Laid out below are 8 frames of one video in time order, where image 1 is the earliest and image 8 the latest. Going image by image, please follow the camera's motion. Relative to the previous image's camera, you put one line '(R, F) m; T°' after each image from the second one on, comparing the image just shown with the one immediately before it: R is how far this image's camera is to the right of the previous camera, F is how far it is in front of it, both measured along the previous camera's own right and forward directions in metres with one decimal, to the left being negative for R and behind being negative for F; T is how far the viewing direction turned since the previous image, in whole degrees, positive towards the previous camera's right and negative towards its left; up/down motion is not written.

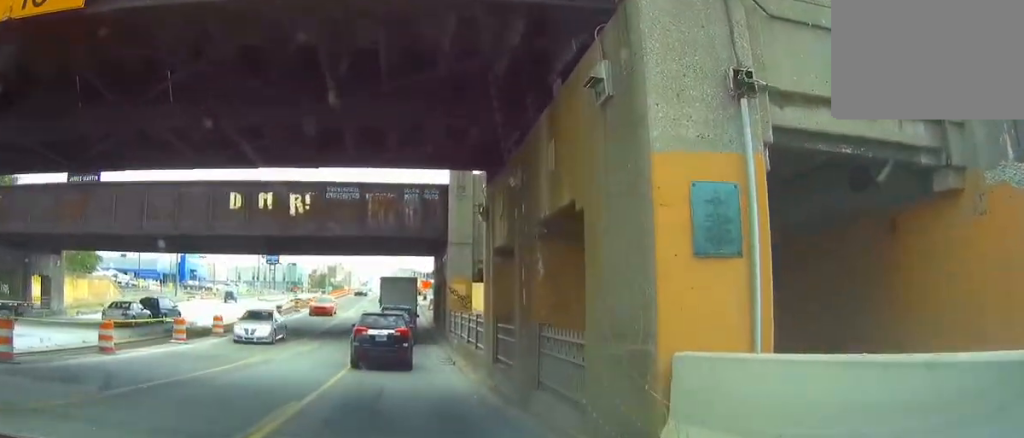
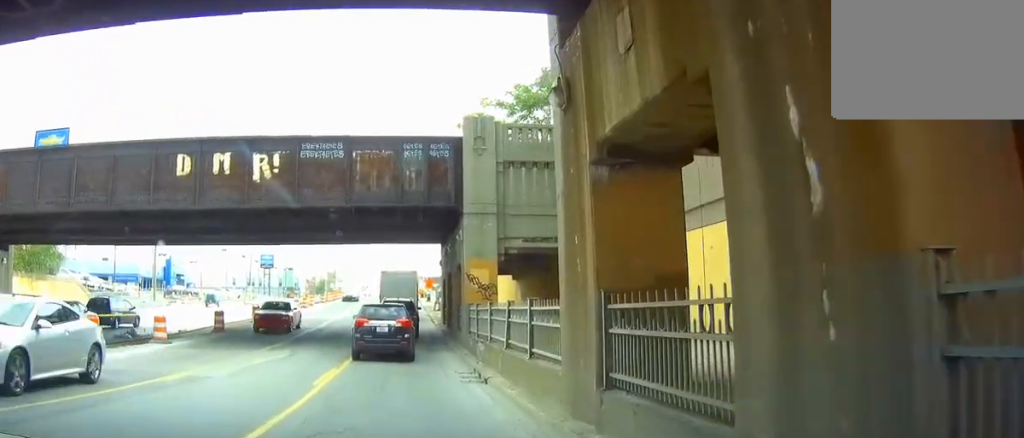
(+0.3, +7.7) m; +2°
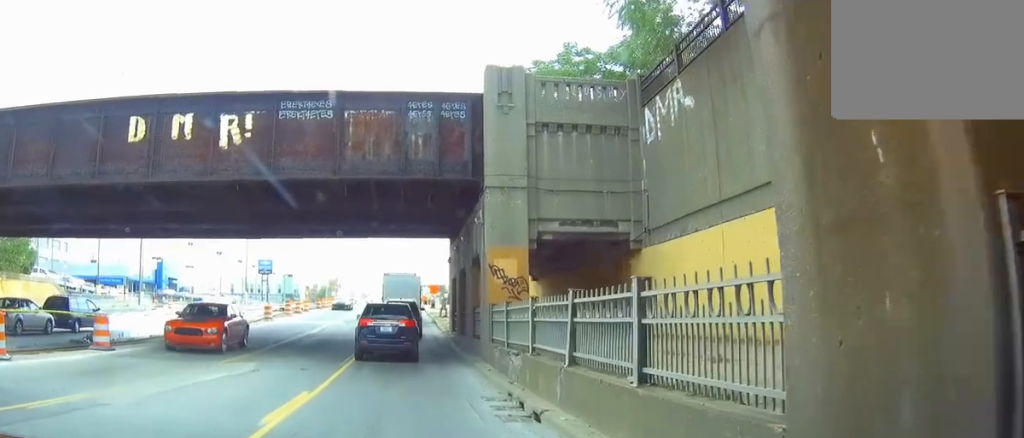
(0.0, +5.3) m; -1°
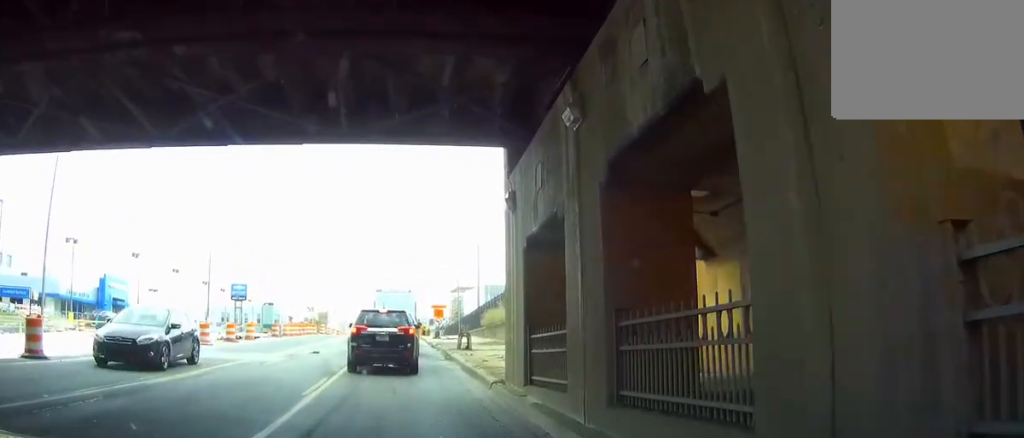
(-0.7, +21.4) m; -3°
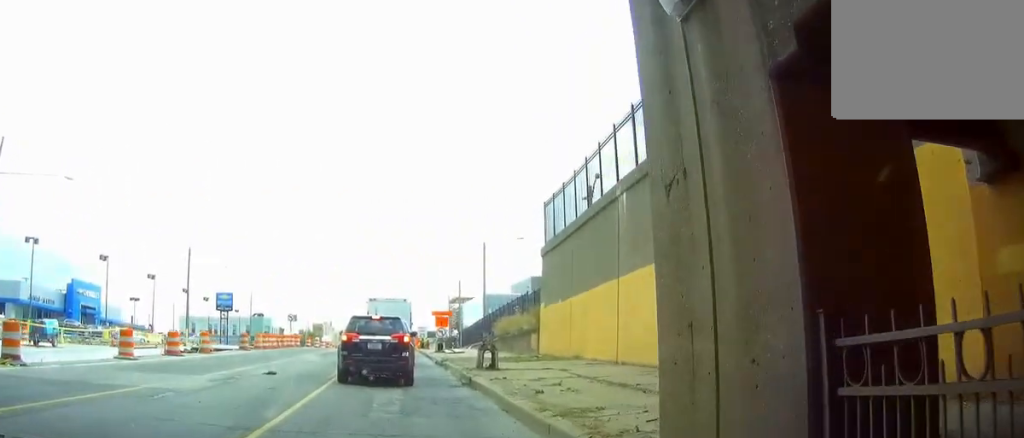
(-0.1, +9.4) m; 0°
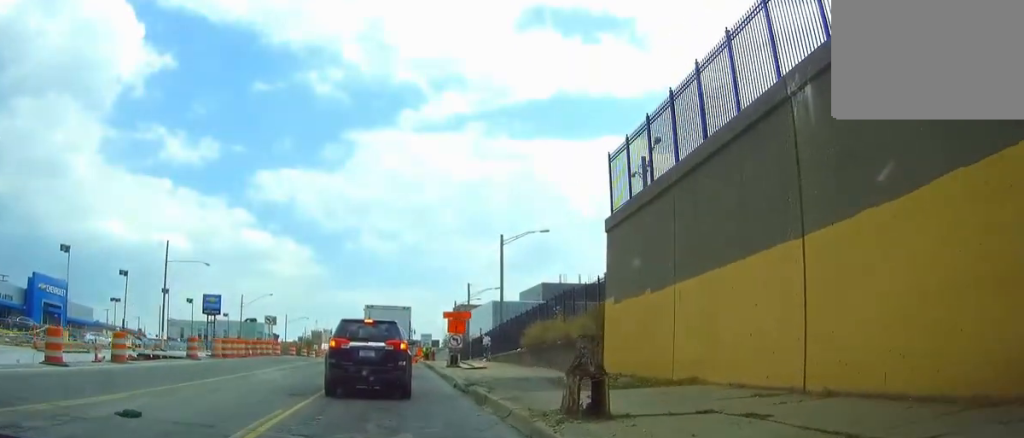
(+0.2, +11.5) m; +1°
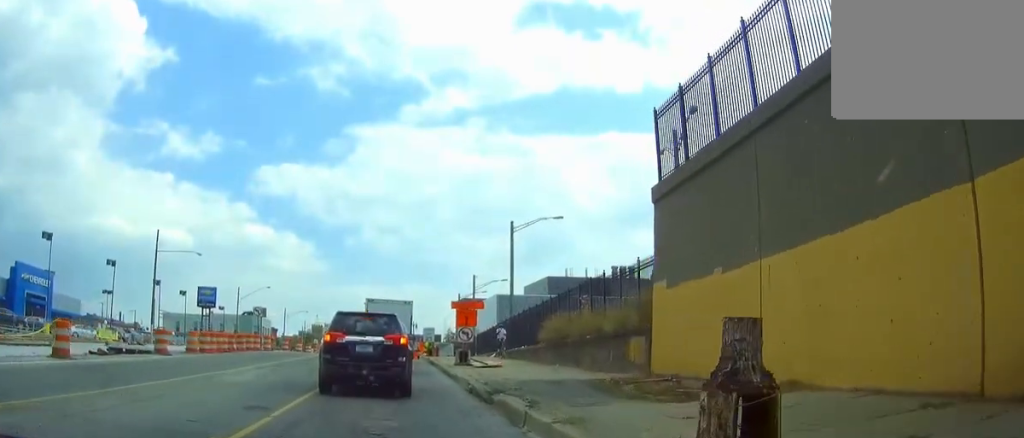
(0.0, +4.4) m; -1°
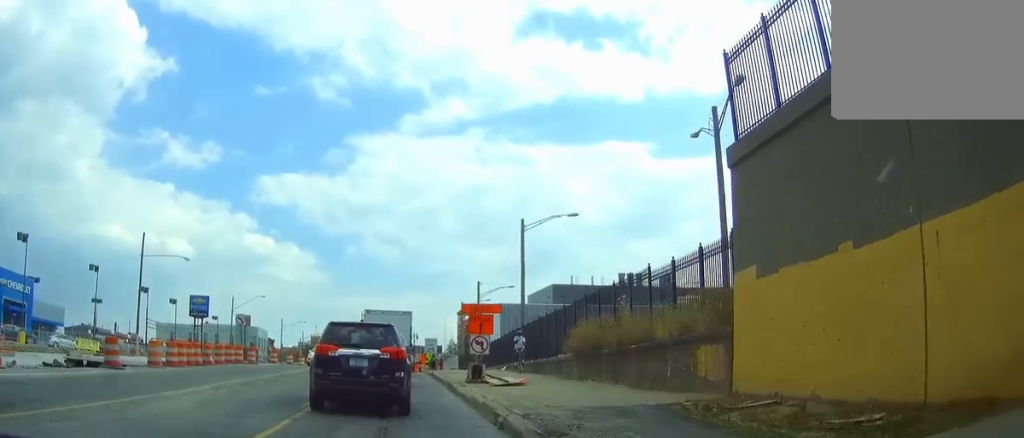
(-0.2, +5.2) m; -1°
